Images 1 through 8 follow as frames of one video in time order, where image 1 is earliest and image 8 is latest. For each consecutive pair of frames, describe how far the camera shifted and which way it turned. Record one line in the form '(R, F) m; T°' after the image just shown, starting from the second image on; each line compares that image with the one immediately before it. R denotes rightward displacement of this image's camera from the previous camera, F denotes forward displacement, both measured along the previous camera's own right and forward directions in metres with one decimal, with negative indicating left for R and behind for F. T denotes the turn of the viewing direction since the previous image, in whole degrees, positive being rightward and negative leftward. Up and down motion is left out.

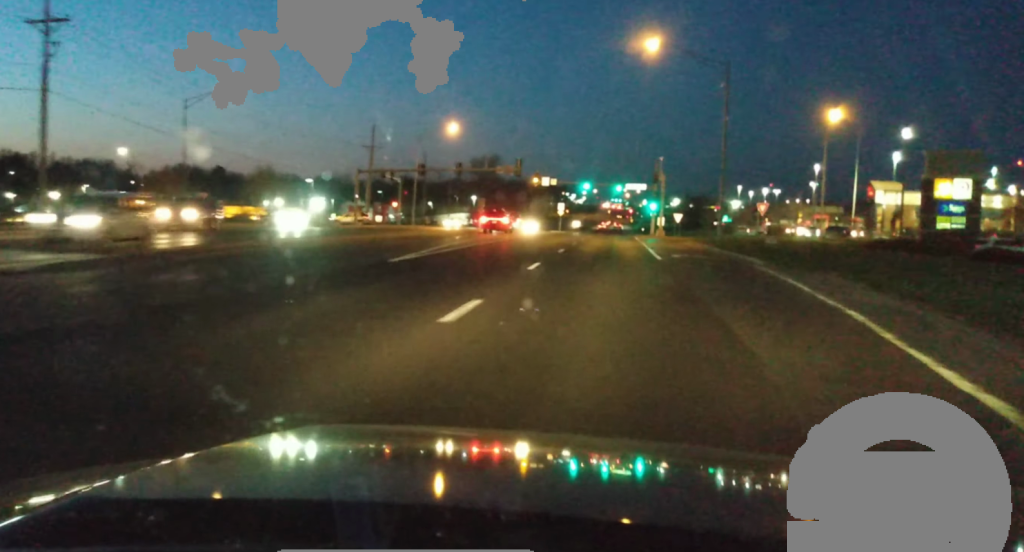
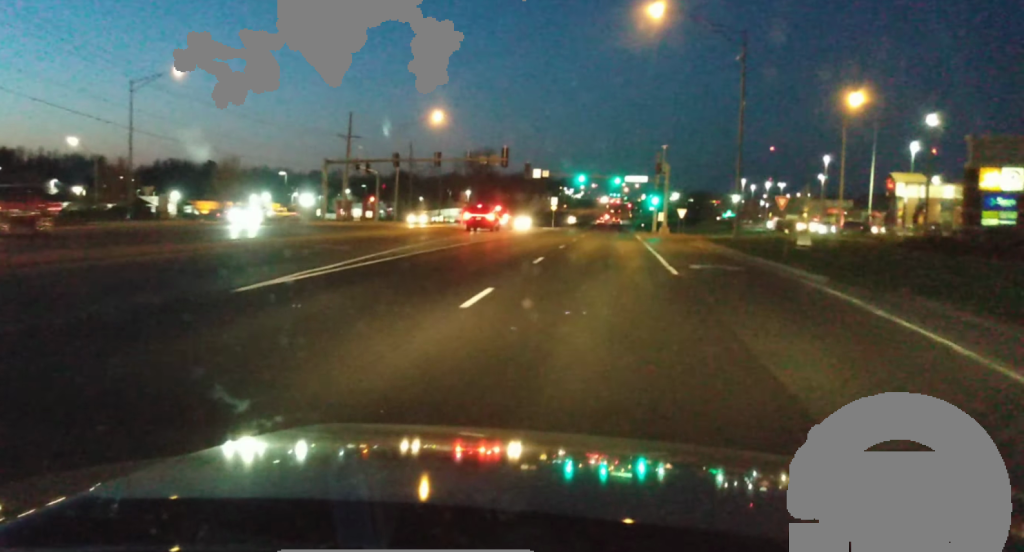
(0.0, +10.8) m; 0°
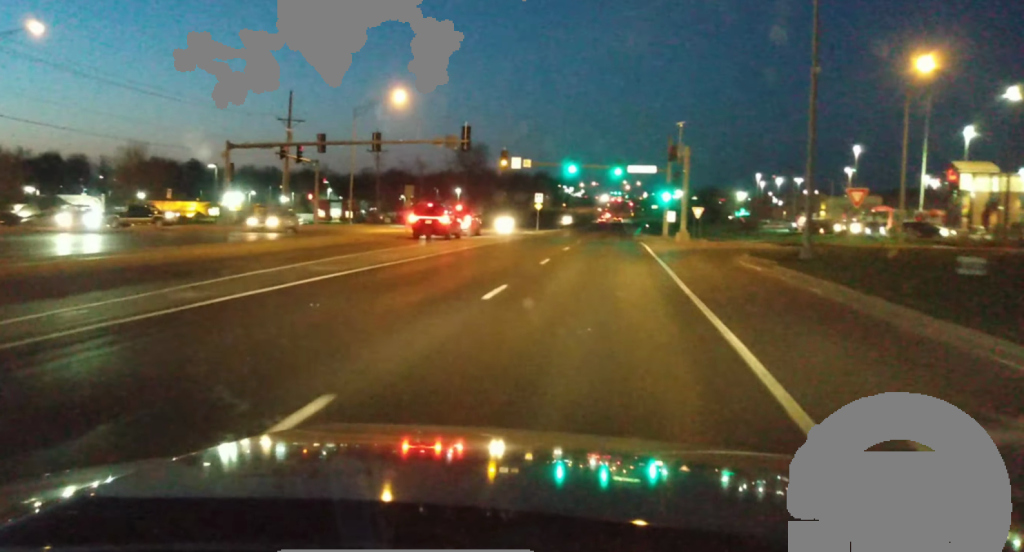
(+0.1, +23.0) m; +1°
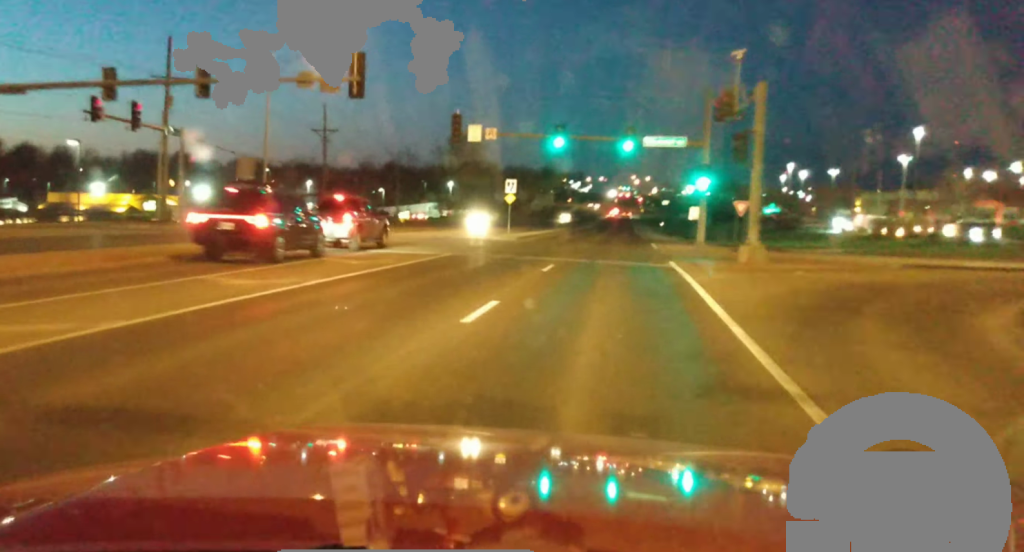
(+0.7, +28.4) m; +2°
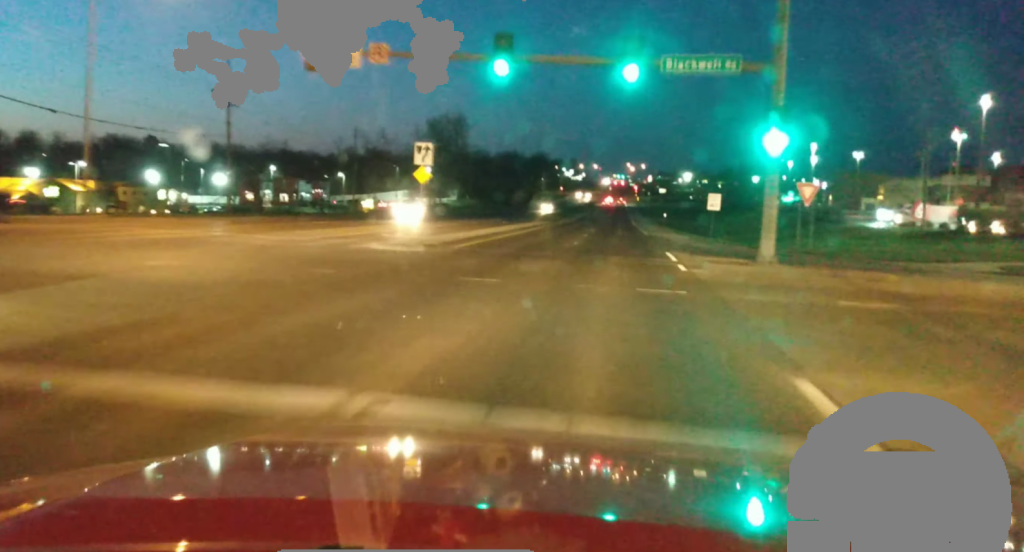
(-0.3, +25.0) m; 0°
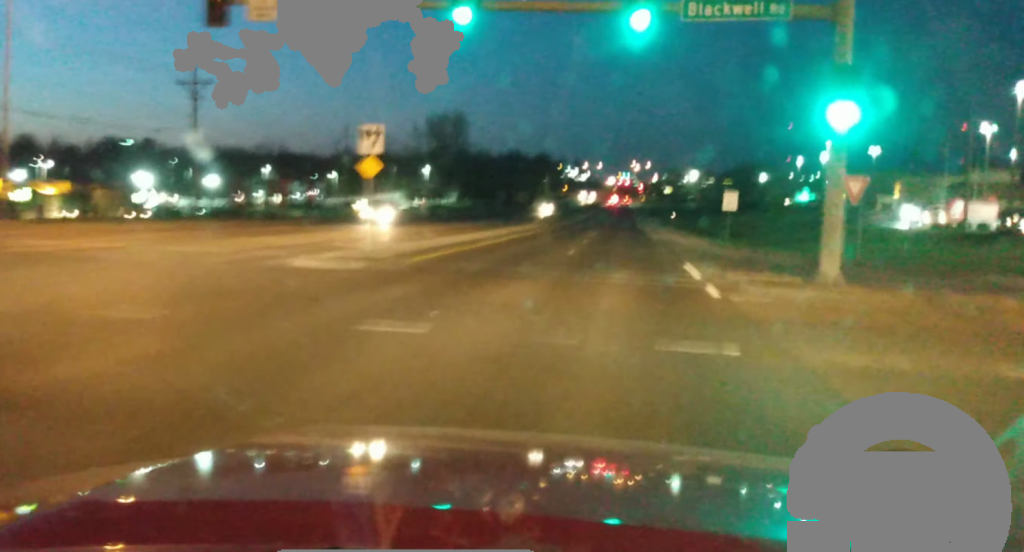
(0.0, +7.6) m; 0°
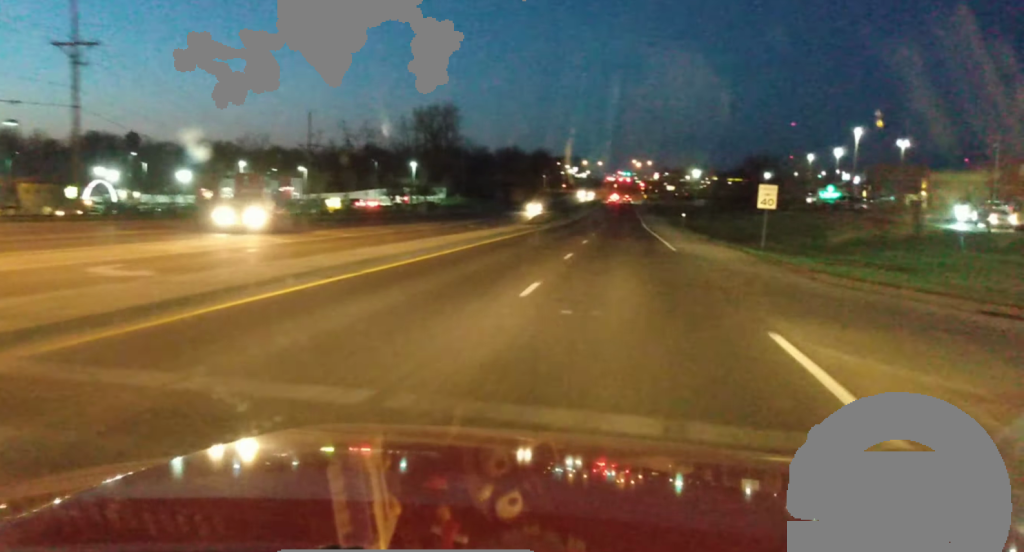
(+0.1, +16.5) m; 0°
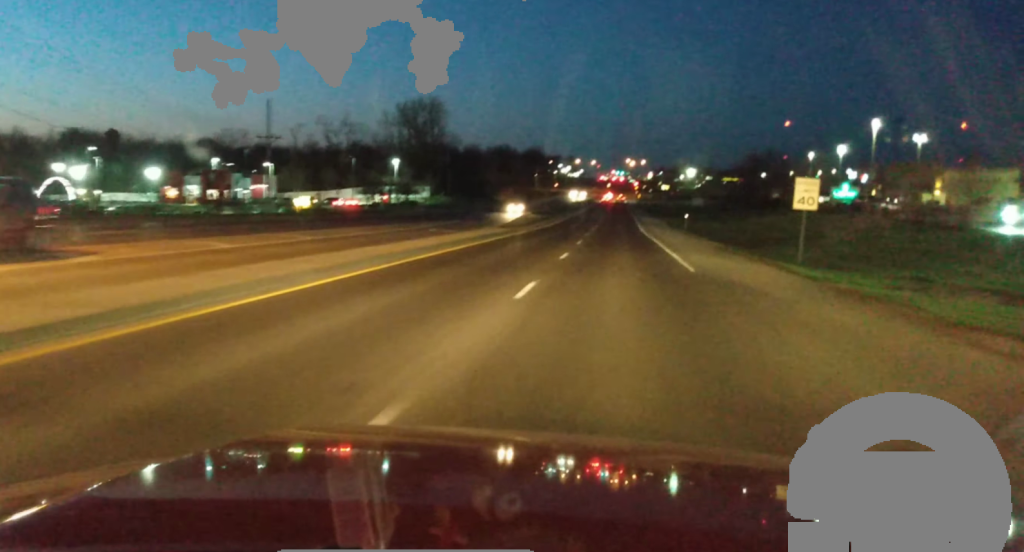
(-0.1, +12.4) m; +1°
